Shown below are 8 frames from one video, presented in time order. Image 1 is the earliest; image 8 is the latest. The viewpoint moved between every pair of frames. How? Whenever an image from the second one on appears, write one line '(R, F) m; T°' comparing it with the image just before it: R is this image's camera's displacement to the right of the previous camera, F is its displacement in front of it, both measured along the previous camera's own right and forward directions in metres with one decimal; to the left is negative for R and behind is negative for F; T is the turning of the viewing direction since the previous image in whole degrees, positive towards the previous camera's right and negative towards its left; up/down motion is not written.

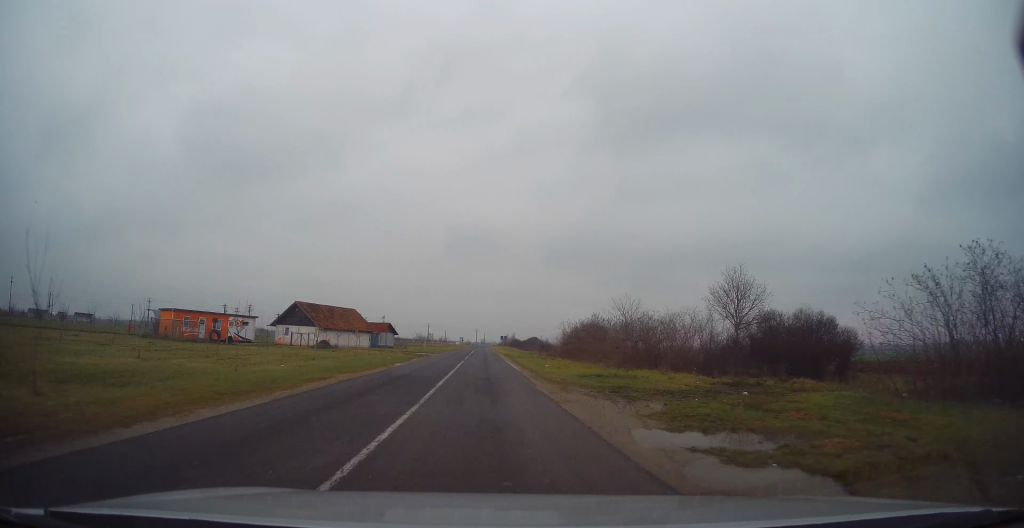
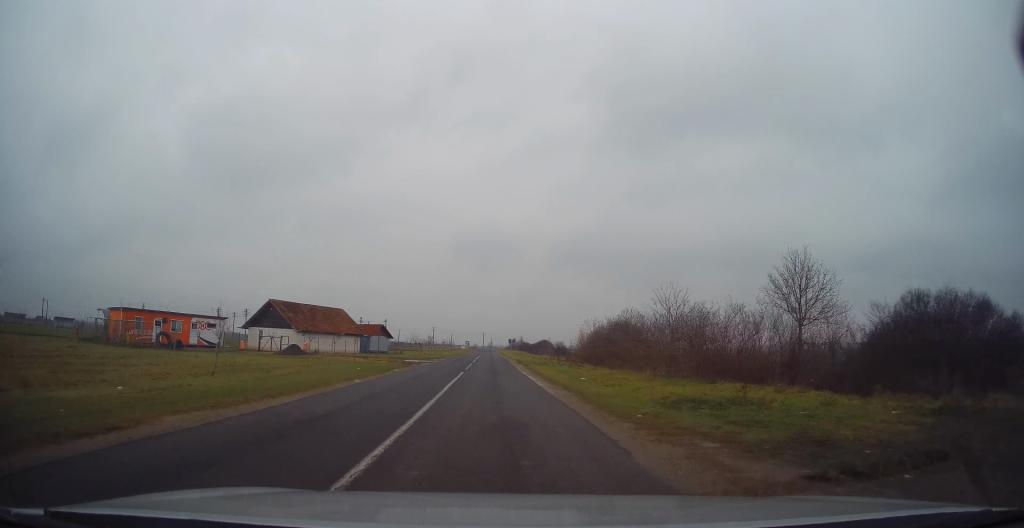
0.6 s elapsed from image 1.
(-0.2, +10.3) m; -1°
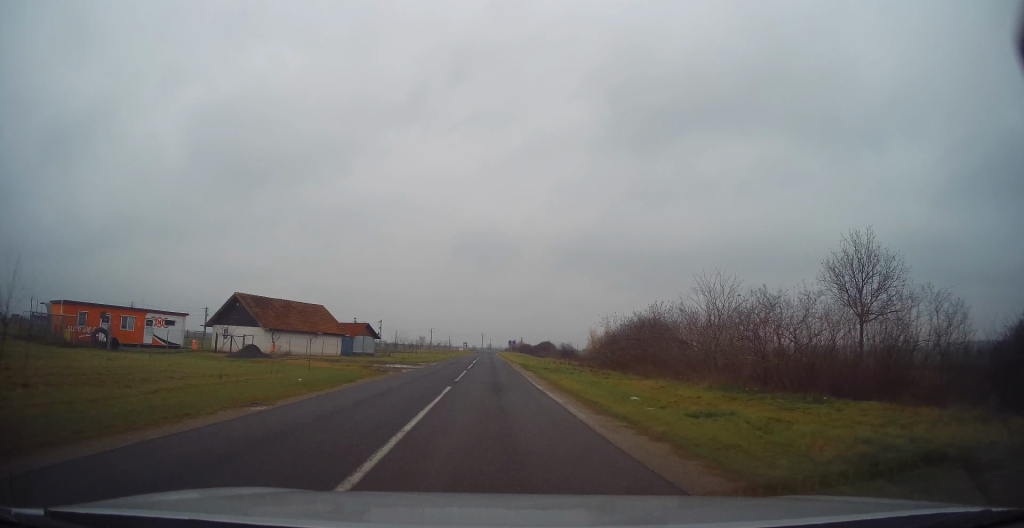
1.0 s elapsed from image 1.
(-0.2, +7.7) m; 0°
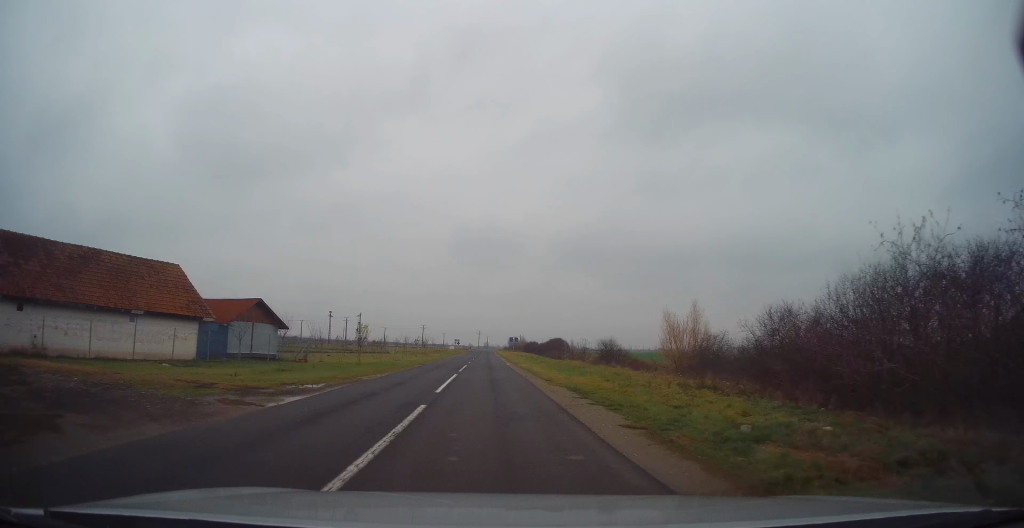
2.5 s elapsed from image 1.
(+0.3, +29.8) m; 0°
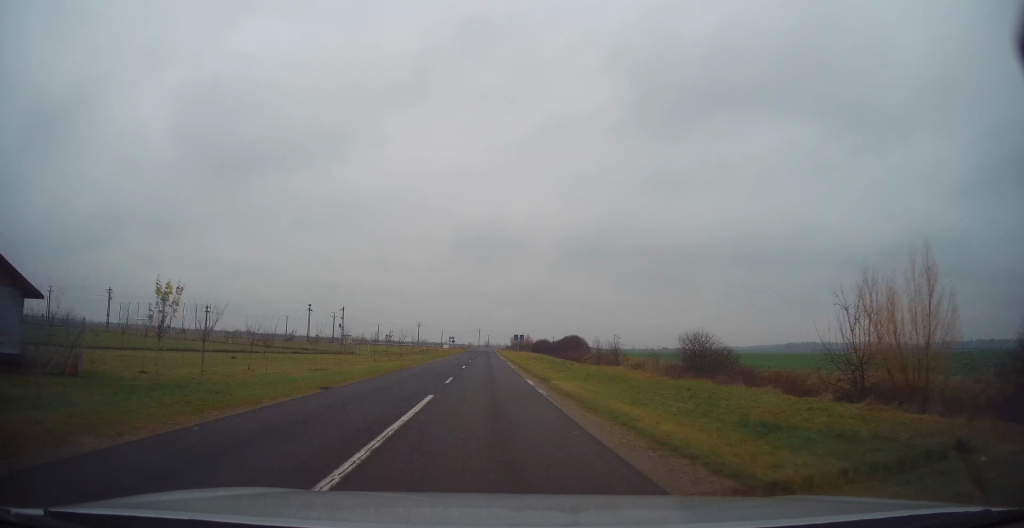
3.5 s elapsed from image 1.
(-0.3, +21.2) m; -1°
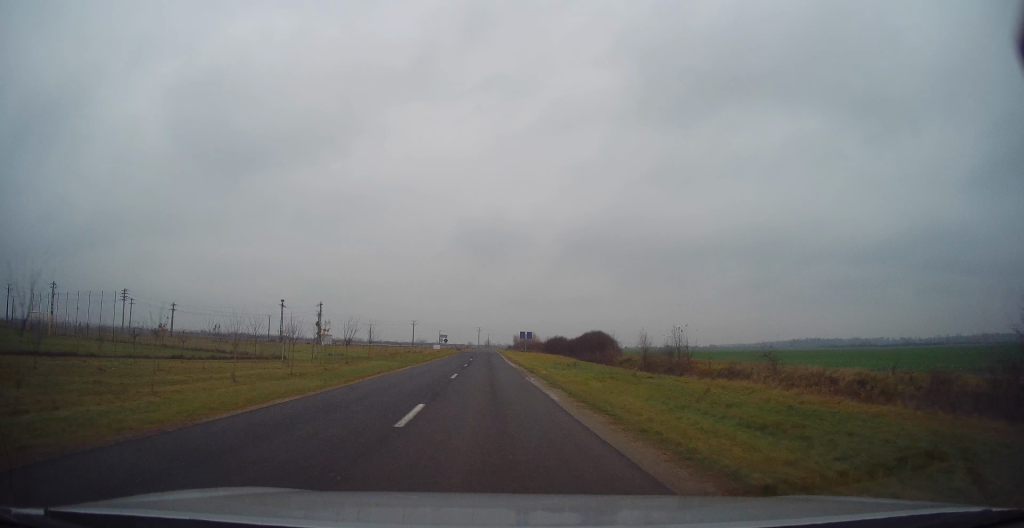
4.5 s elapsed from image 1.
(+0.1, +21.5) m; +1°
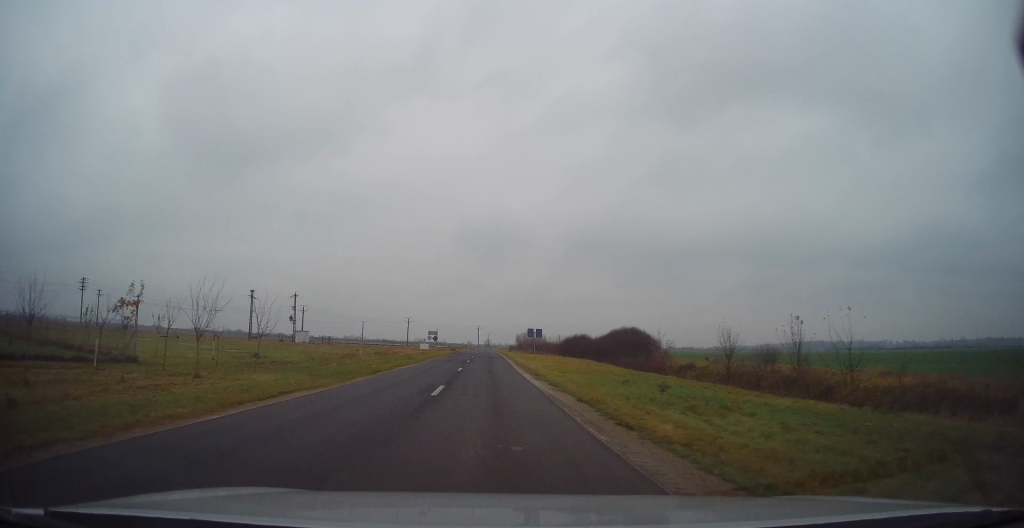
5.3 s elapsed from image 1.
(+0.3, +19.1) m; 0°
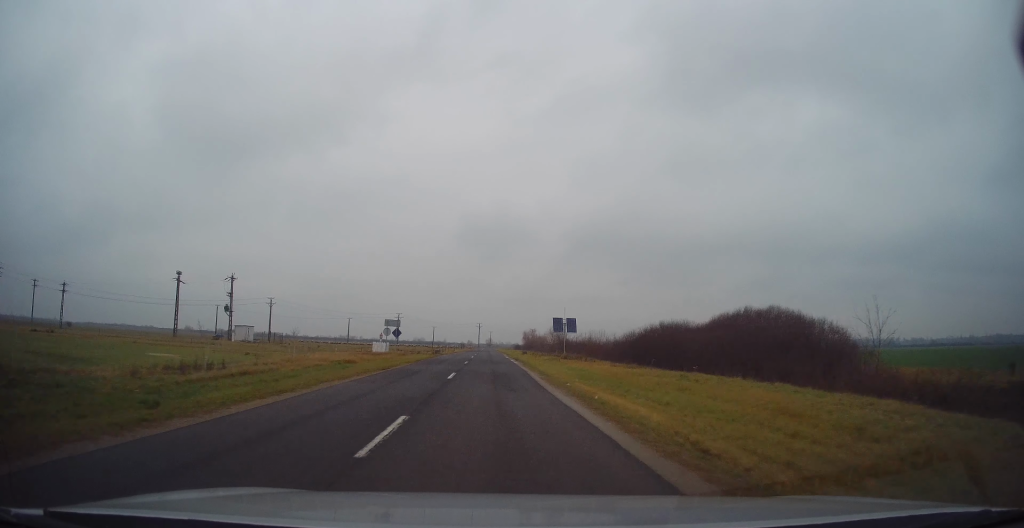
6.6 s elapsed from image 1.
(-0.5, +31.0) m; -1°
